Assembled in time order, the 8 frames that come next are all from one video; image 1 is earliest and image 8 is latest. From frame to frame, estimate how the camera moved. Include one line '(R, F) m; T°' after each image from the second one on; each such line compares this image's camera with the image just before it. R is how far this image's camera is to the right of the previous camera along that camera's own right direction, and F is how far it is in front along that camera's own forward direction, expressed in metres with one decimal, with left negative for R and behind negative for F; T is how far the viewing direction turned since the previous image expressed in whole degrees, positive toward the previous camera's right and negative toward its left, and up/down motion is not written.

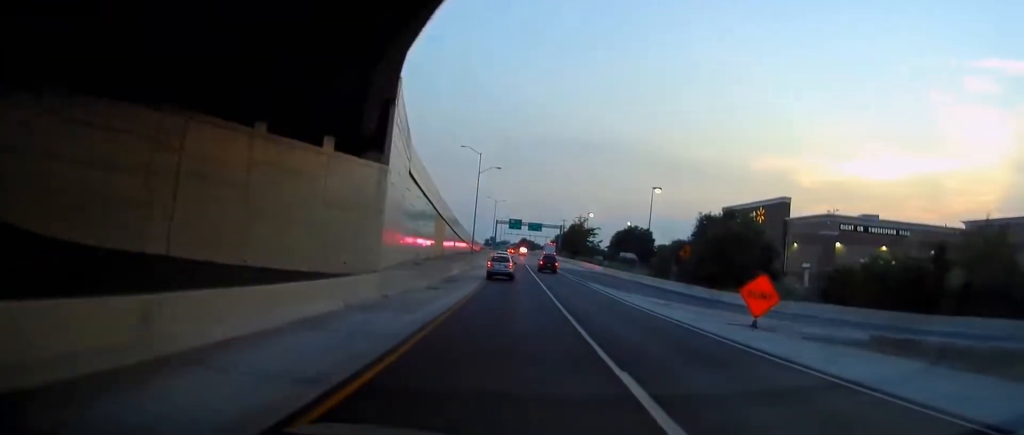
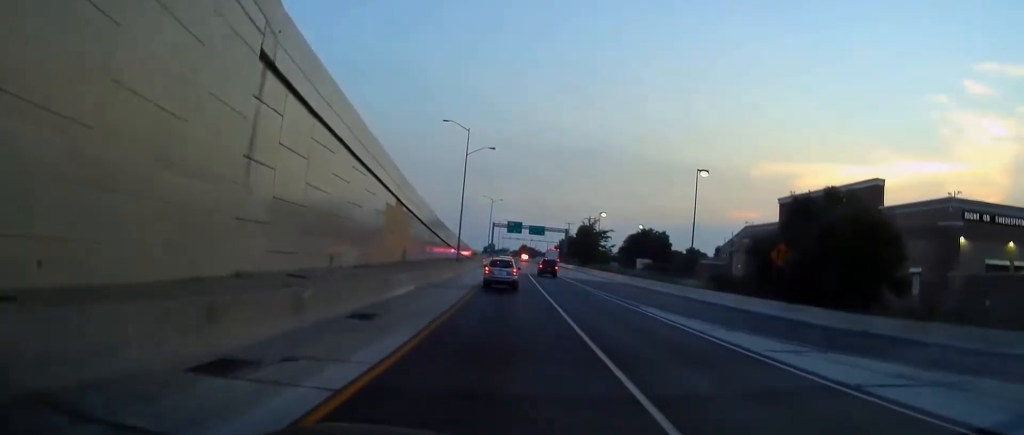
(0.0, +20.9) m; 0°
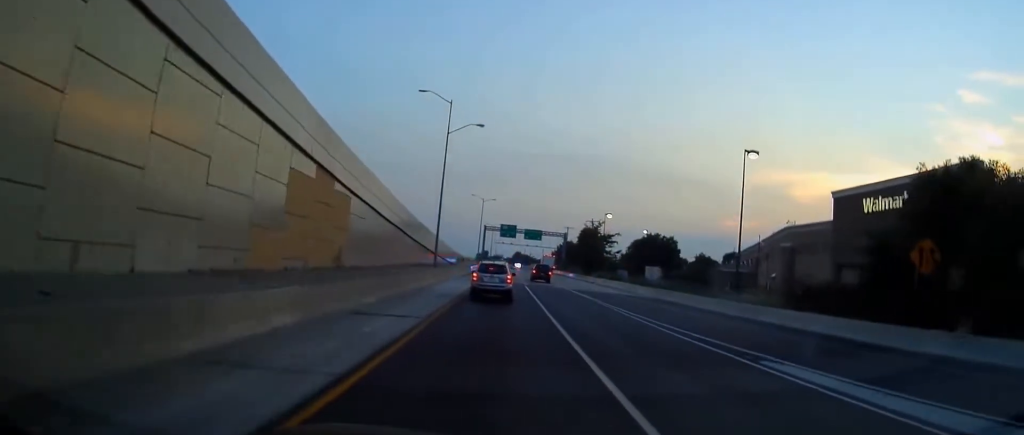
(+0.3, +14.7) m; 0°
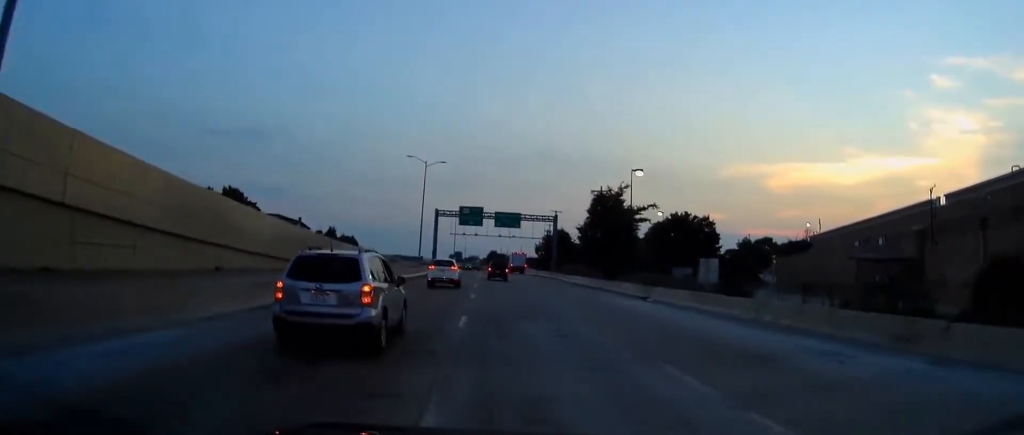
(+0.9, +46.4) m; +2°
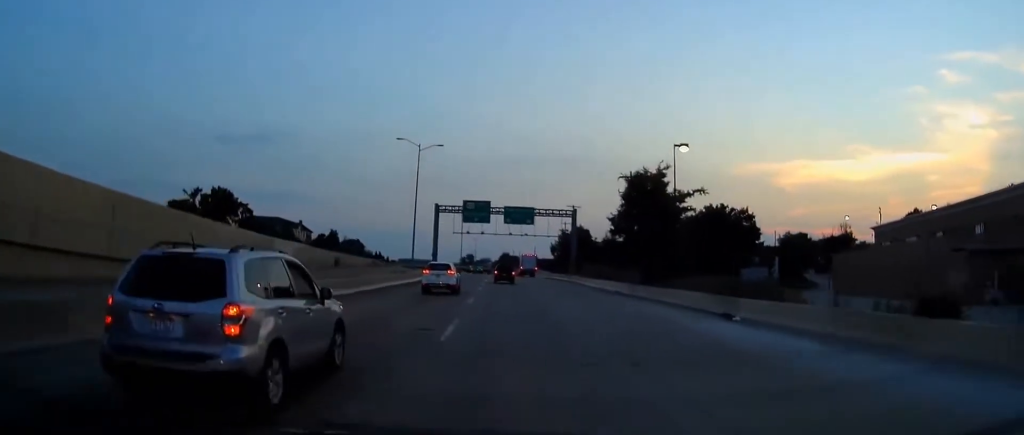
(-0.1, +13.2) m; -1°
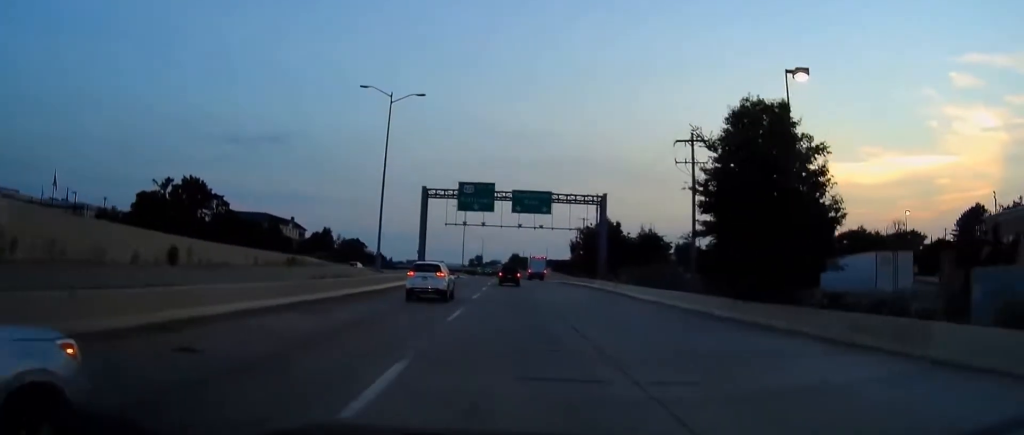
(-0.1, +19.5) m; -1°
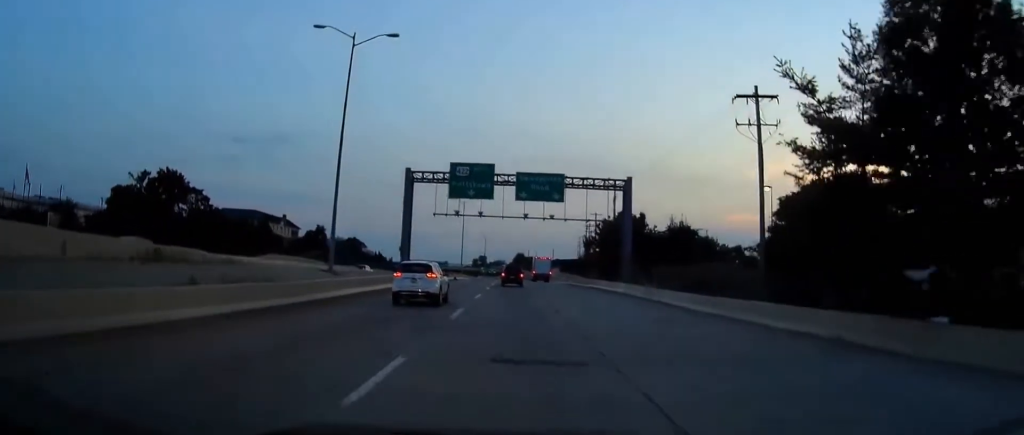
(0.0, +11.8) m; 0°
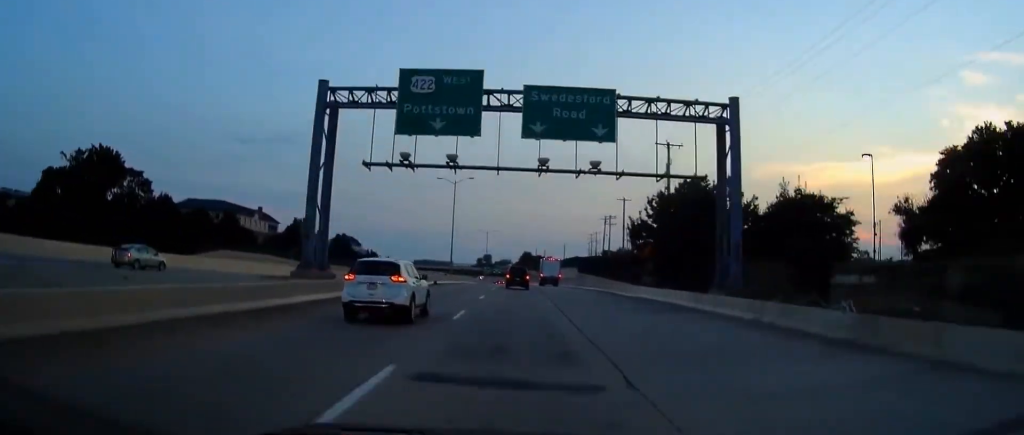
(-0.2, +24.8) m; -1°
